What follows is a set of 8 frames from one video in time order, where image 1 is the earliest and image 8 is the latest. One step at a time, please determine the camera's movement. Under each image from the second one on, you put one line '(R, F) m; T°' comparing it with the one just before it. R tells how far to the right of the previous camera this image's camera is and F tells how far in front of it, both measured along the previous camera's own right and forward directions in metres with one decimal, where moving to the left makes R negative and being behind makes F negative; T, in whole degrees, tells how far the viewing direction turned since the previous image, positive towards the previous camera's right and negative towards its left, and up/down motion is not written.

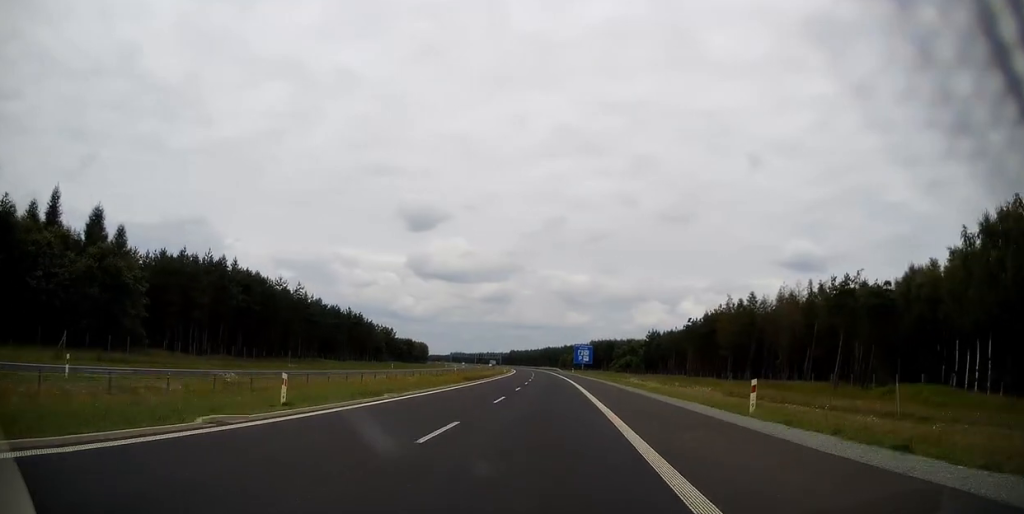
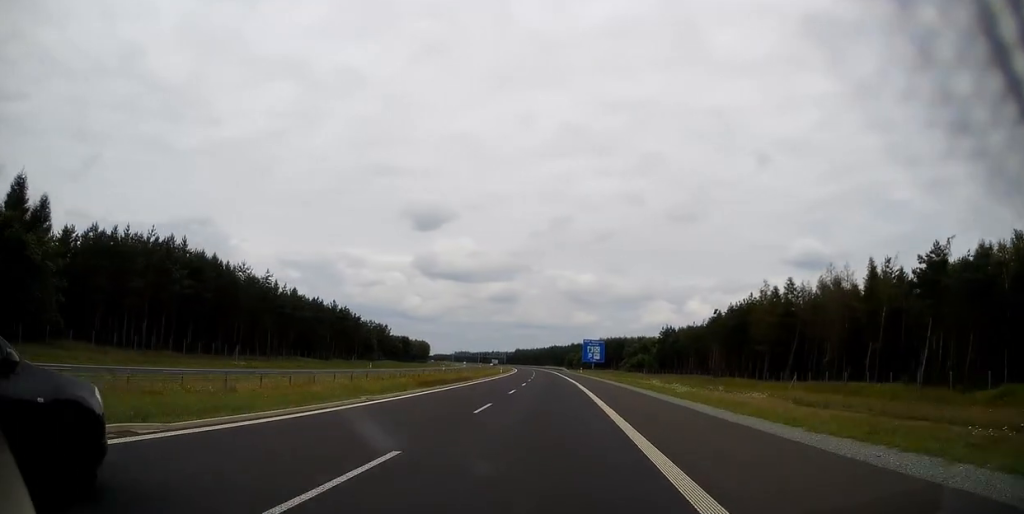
(-0.1, +12.9) m; 0°
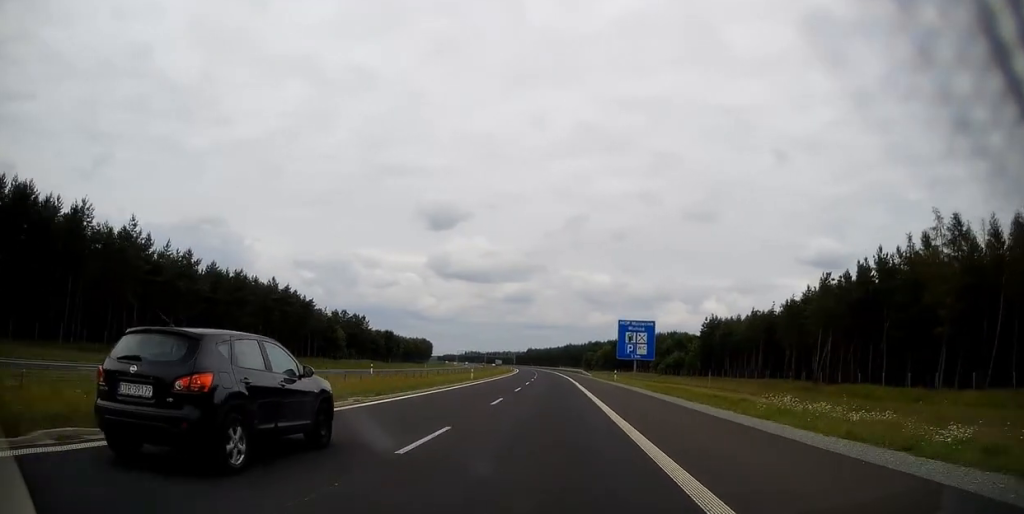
(-1.0, +58.8) m; -2°
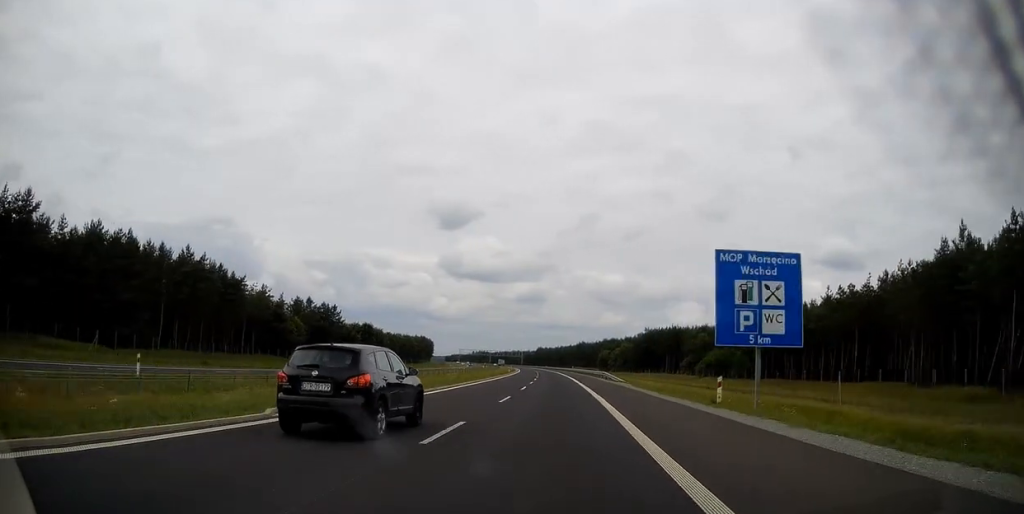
(-0.3, +31.0) m; -1°
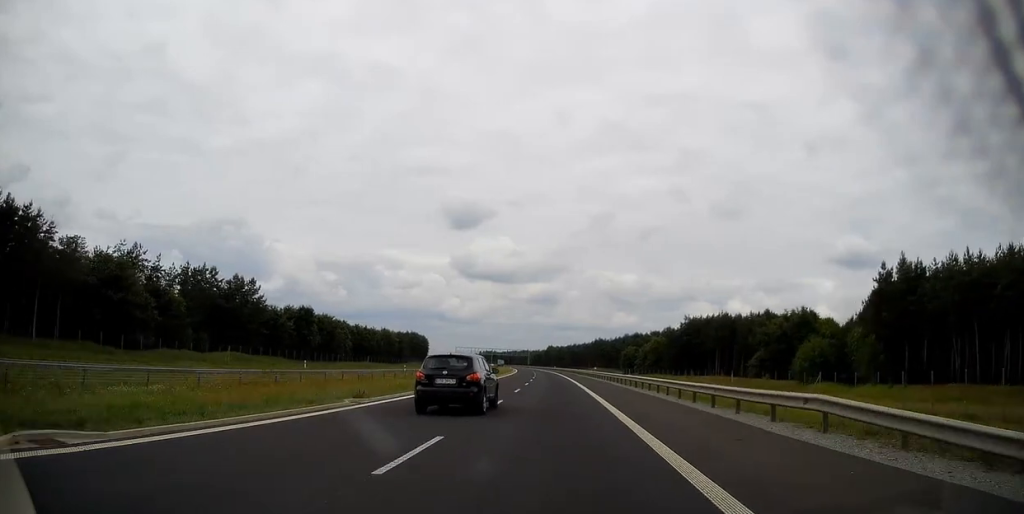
(-0.5, +49.4) m; -1°
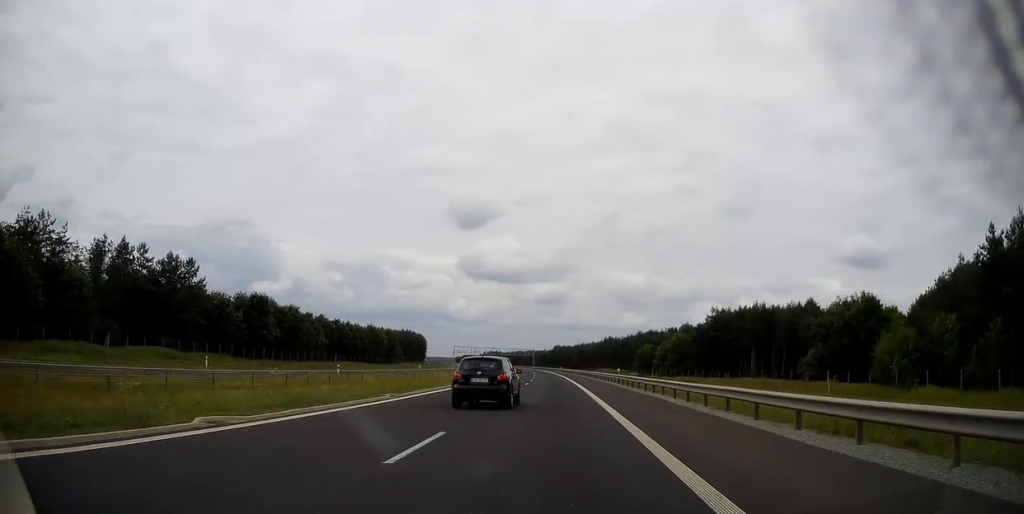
(-0.1, +23.2) m; -1°
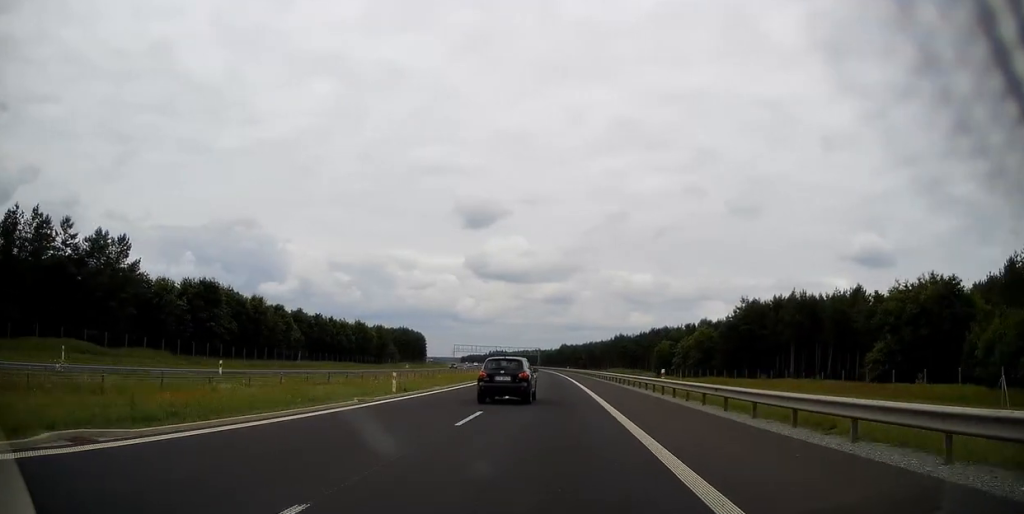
(-0.2, +17.4) m; -1°
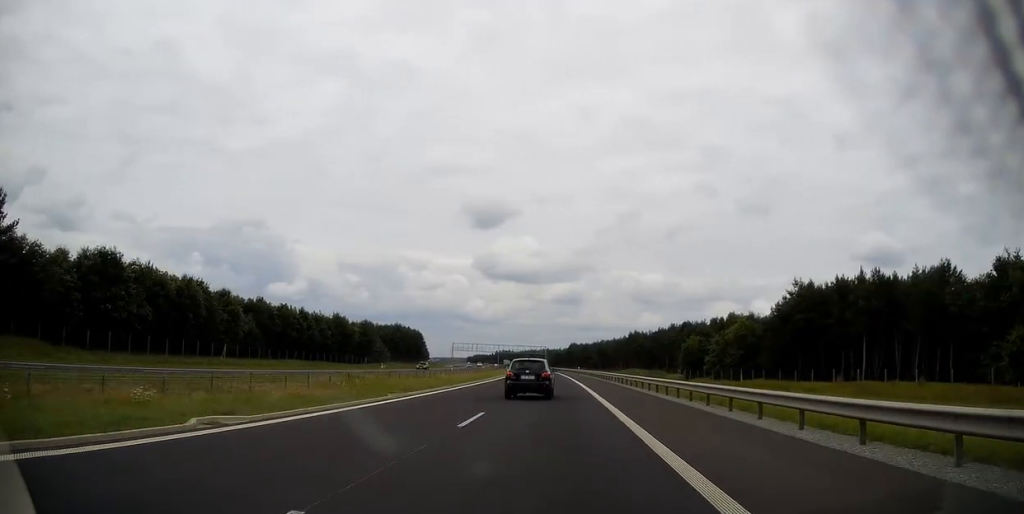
(-0.3, +24.4) m; -1°
